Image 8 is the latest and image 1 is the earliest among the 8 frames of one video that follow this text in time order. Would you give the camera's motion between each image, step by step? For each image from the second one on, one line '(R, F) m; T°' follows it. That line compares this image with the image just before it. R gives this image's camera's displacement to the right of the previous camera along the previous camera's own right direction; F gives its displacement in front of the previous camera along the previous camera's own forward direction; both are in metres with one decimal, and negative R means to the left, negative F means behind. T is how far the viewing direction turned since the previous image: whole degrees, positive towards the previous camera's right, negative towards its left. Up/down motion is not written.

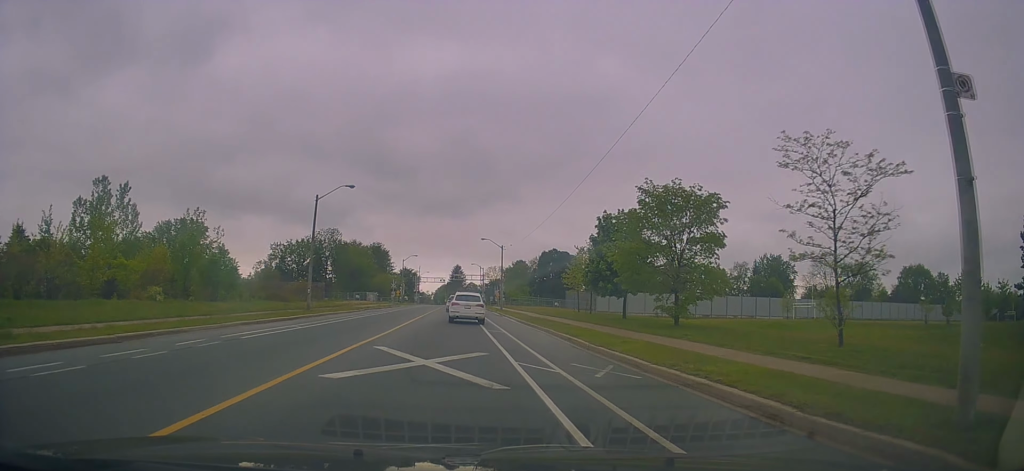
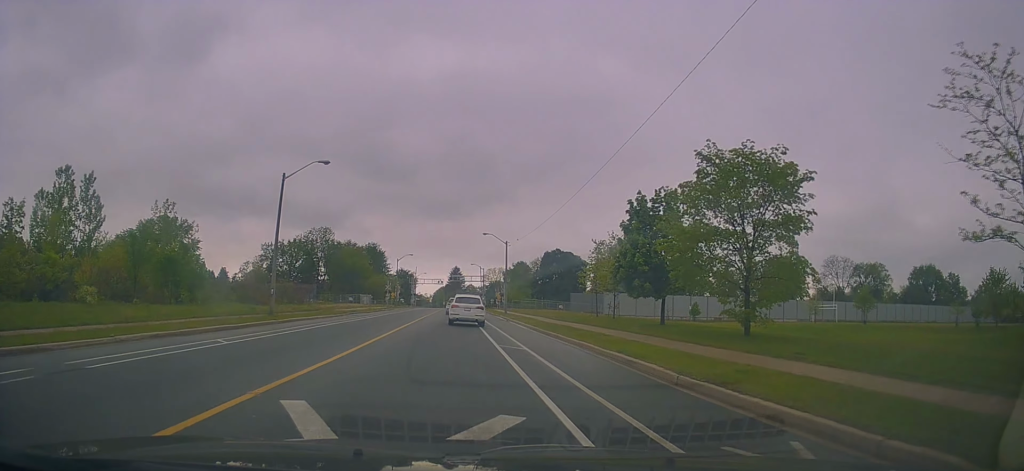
(+0.1, +7.5) m; +1°
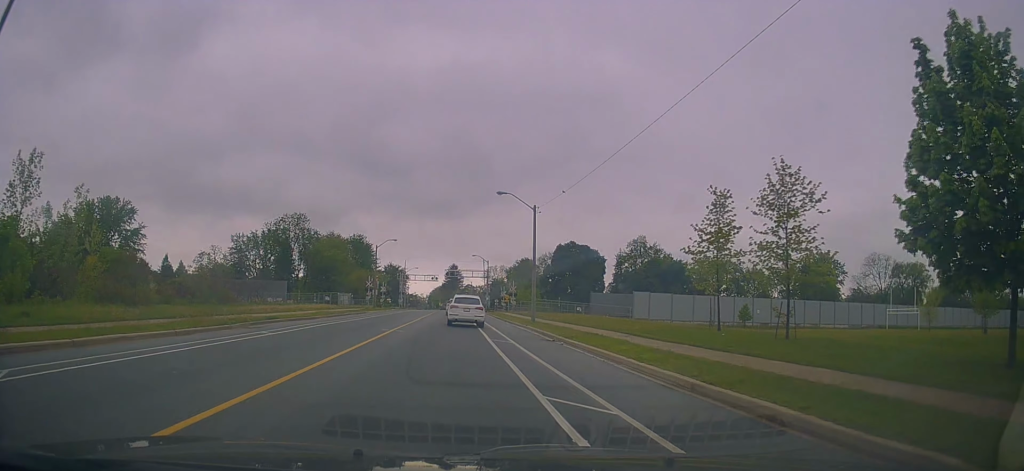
(+0.1, +21.6) m; -3°
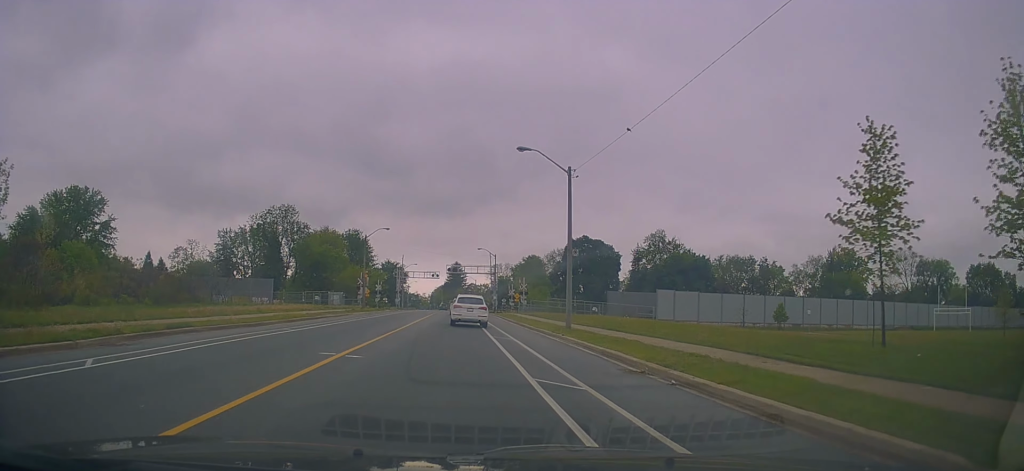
(-0.5, +10.6) m; 0°
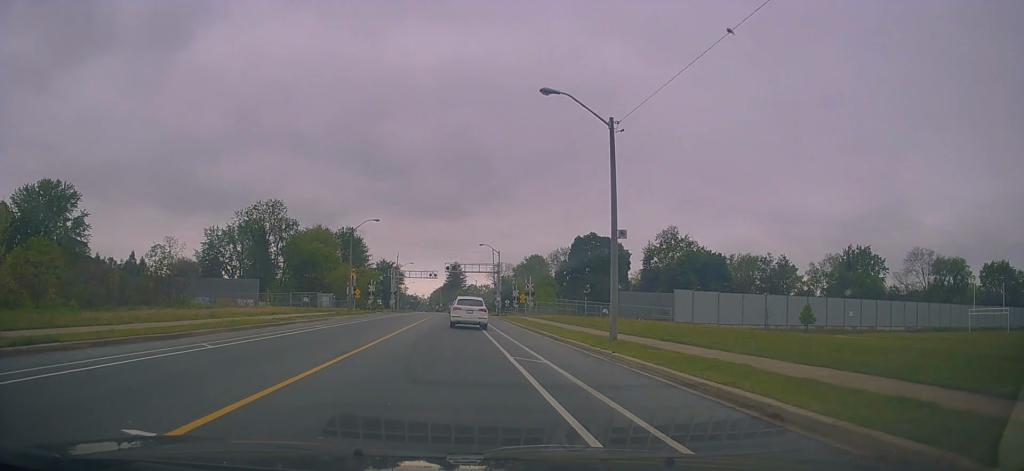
(+0.1, +7.1) m; 0°
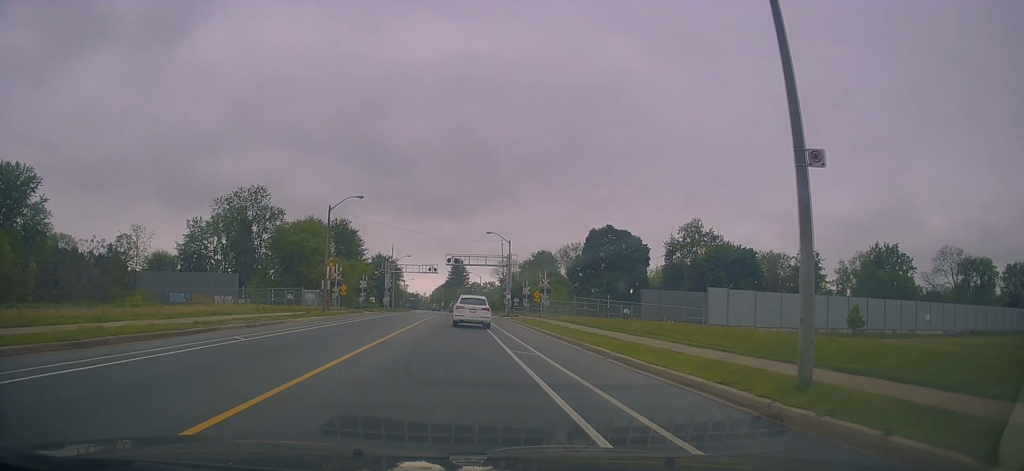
(+0.2, +10.4) m; 0°
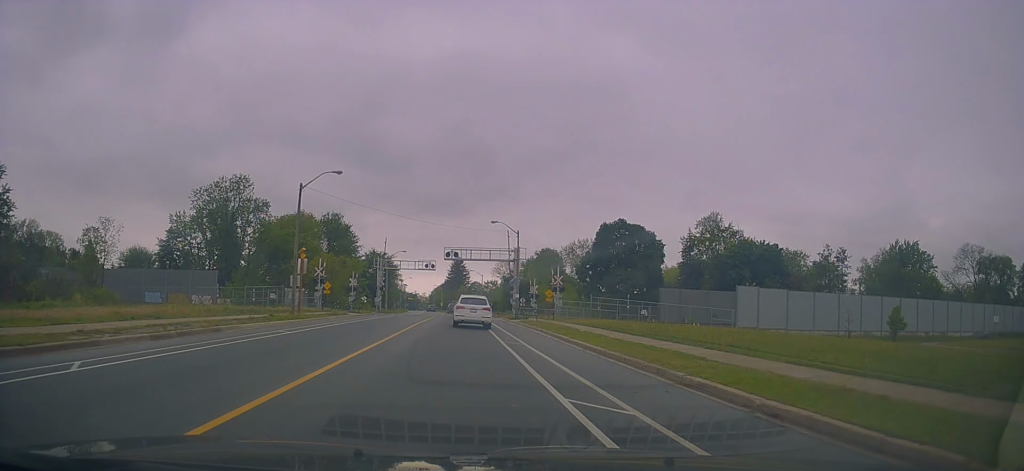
(-0.2, +7.8) m; 0°
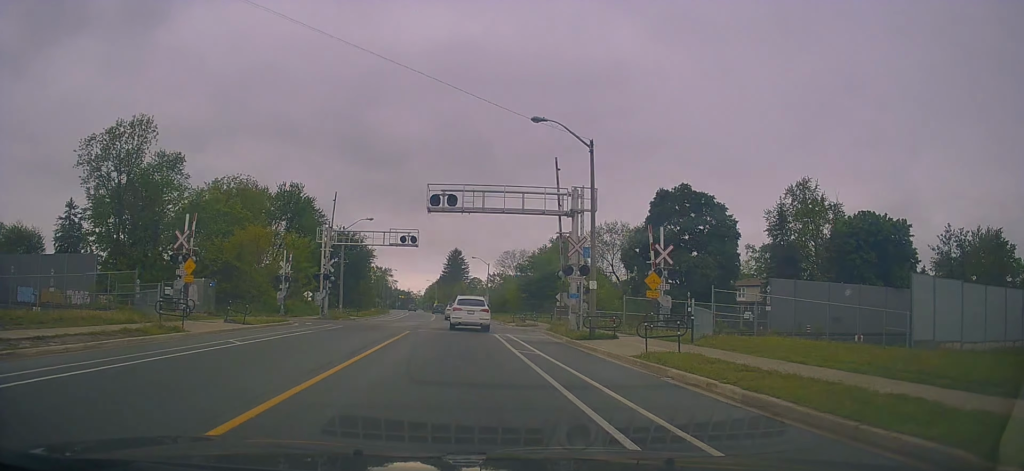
(+0.8, +28.8) m; -1°
